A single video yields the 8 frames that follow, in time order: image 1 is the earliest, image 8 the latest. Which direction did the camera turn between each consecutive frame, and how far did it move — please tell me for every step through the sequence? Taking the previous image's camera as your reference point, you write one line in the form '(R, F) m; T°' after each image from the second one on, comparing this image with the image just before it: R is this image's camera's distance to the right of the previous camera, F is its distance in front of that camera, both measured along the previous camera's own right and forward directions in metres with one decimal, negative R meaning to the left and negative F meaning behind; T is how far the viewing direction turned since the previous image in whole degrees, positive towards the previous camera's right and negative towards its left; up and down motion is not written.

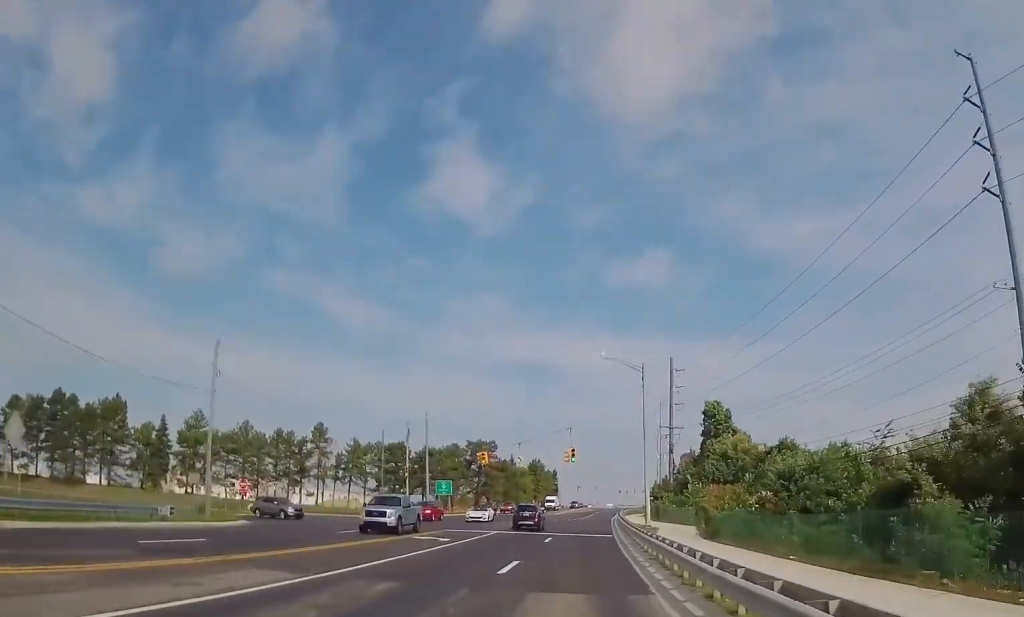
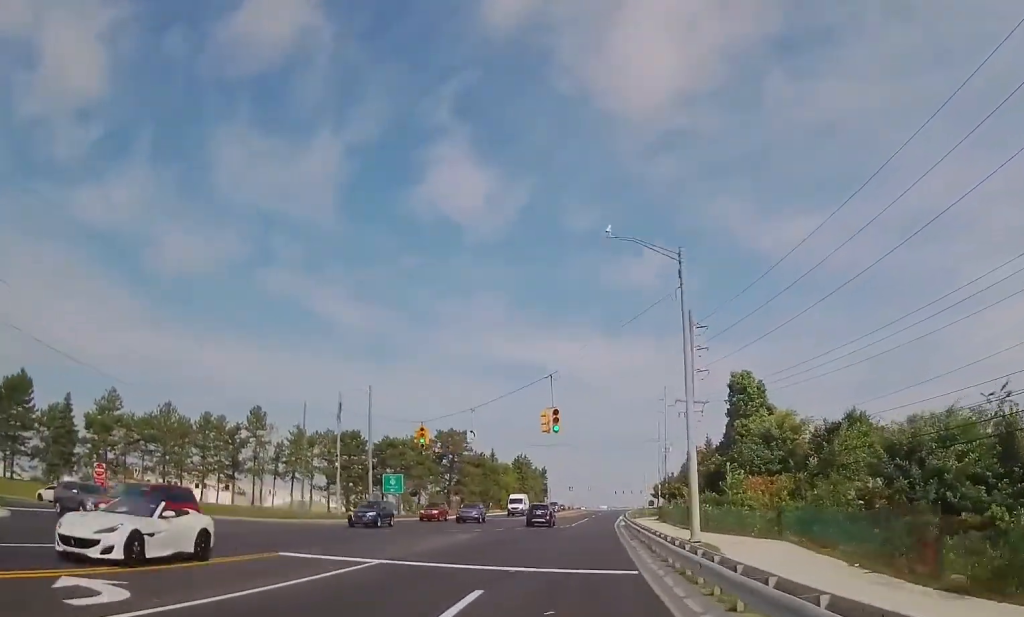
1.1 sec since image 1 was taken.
(-0.4, +22.4) m; -1°
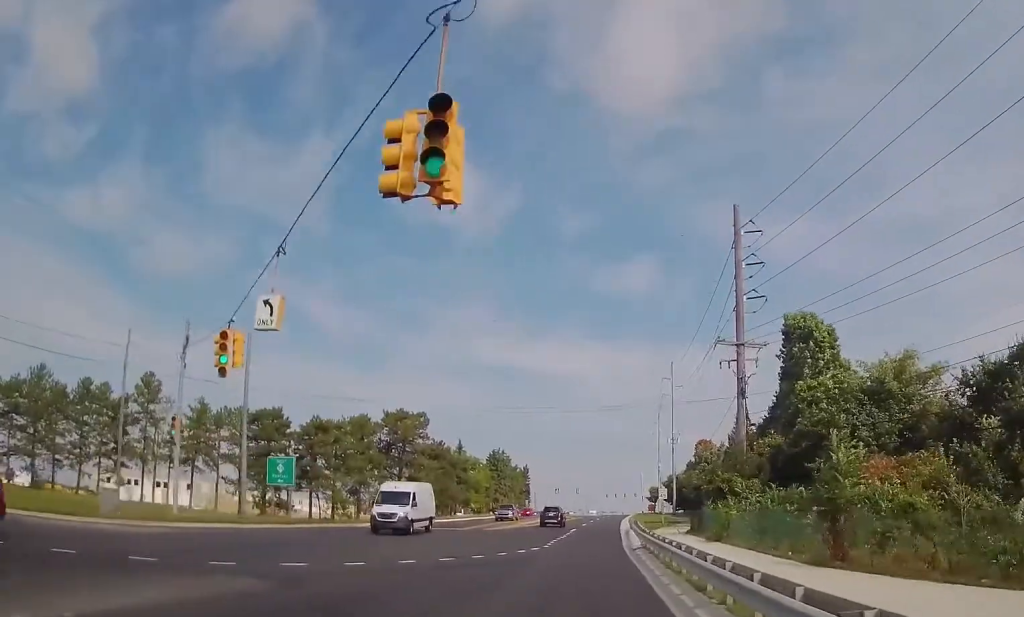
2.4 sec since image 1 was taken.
(+0.3, +25.5) m; +2°
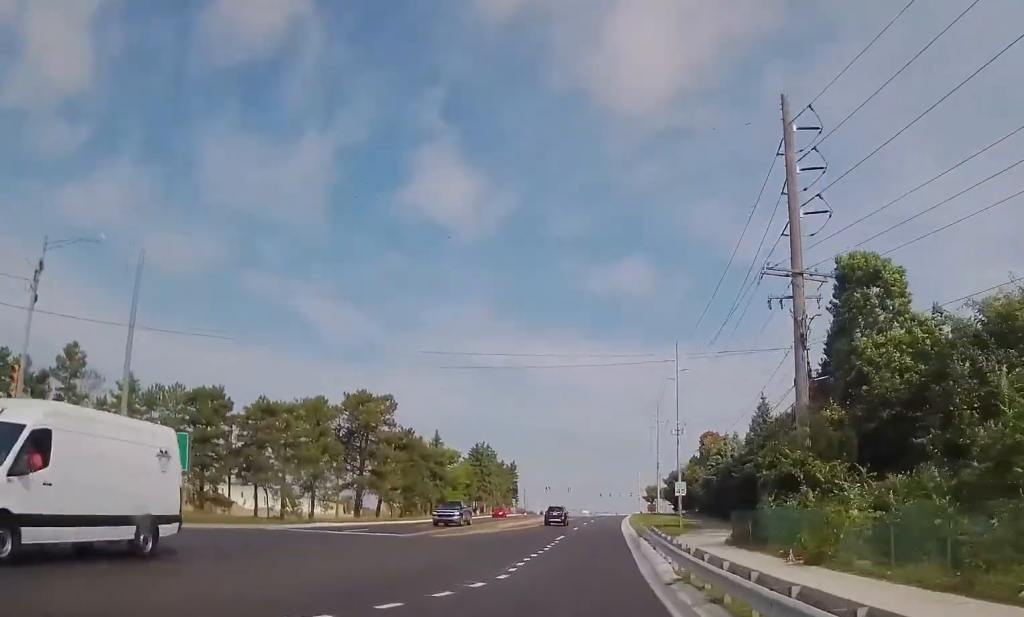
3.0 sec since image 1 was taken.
(+0.1, +13.2) m; +1°
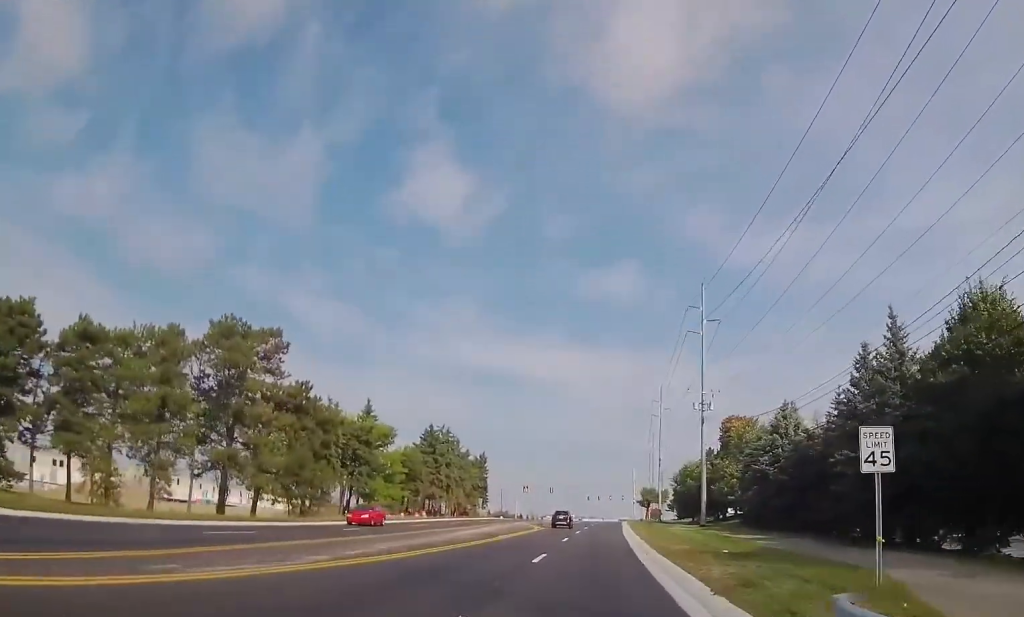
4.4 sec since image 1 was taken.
(+0.4, +28.4) m; 0°
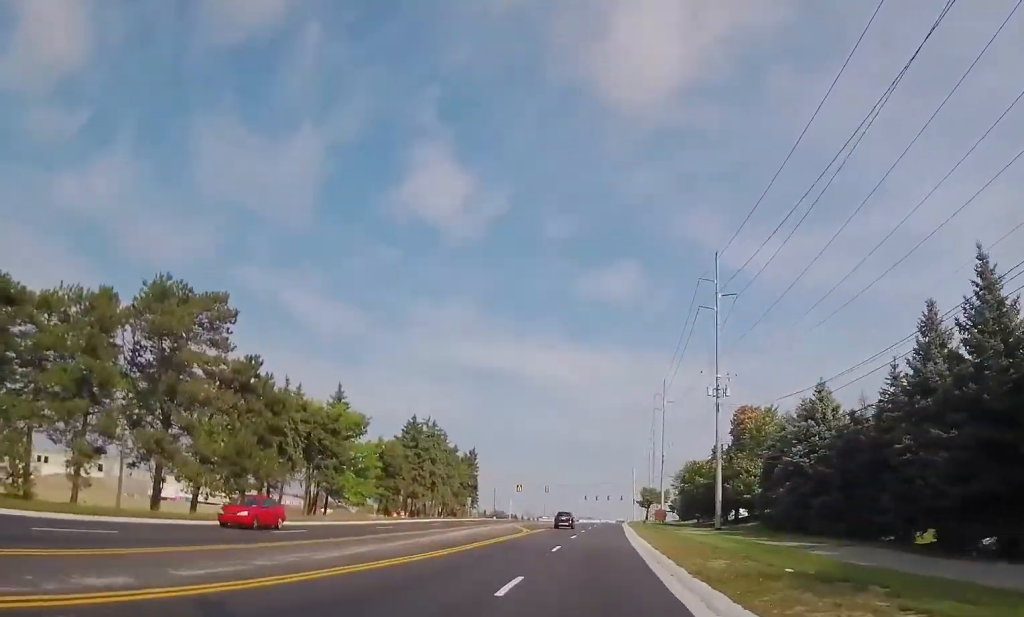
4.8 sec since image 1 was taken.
(+0.1, +8.6) m; -1°
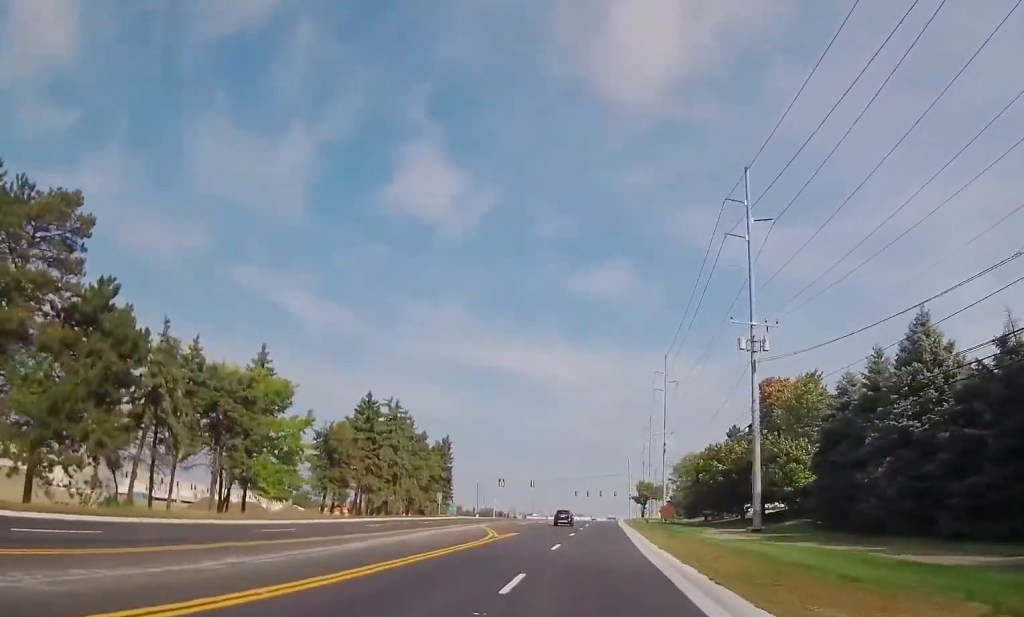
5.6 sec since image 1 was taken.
(-0.3, +15.5) m; 0°
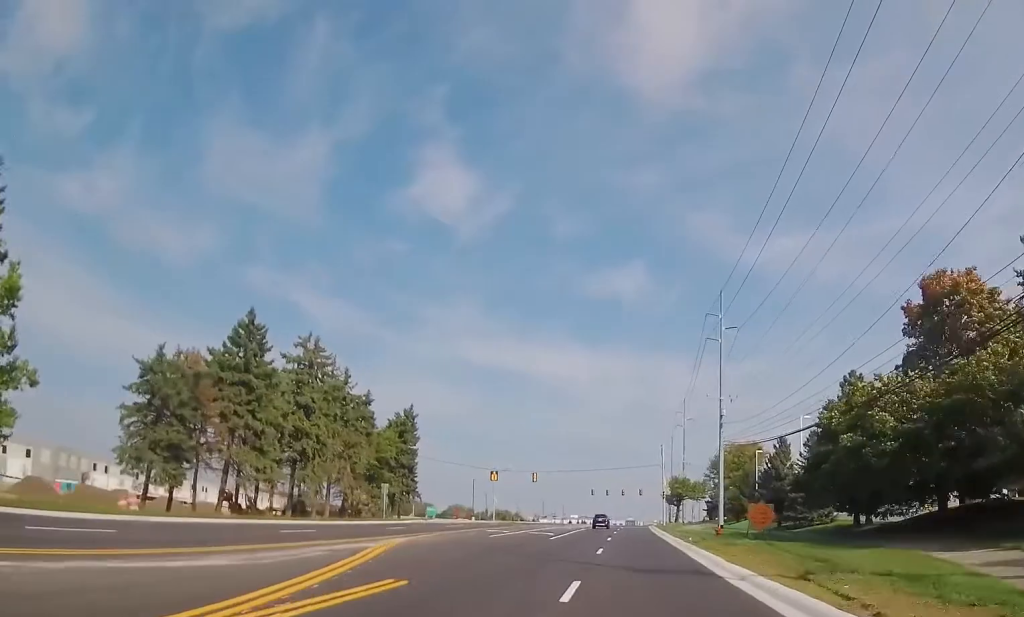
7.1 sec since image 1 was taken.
(+0.2, +31.7) m; 0°
